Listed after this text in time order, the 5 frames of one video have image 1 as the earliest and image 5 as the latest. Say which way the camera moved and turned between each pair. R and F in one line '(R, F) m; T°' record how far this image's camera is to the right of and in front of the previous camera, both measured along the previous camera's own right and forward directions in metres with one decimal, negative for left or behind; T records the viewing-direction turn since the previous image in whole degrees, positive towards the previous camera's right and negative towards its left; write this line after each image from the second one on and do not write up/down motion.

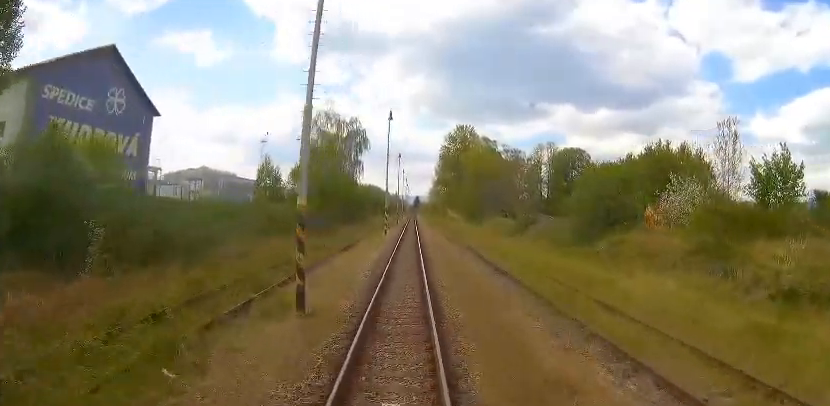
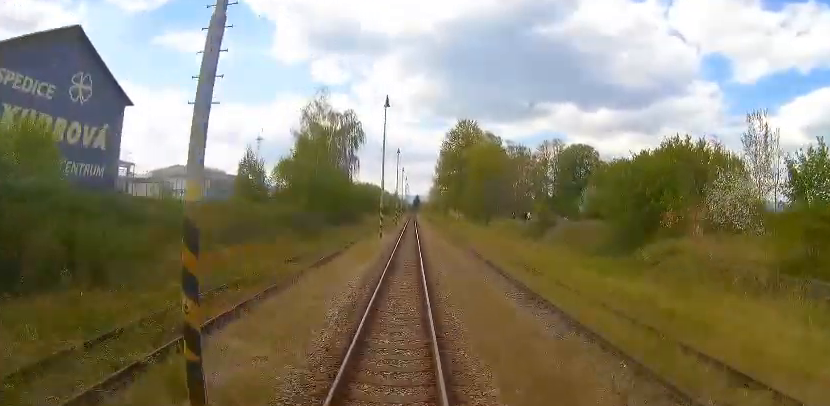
(+0.1, +5.5) m; +1°
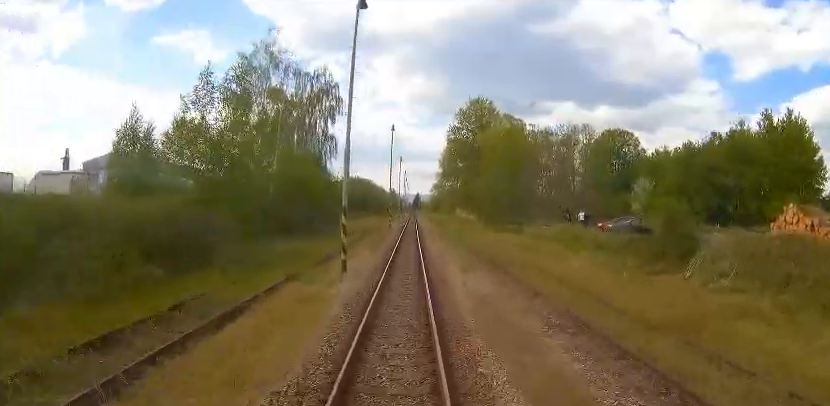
(+0.5, +20.1) m; +2°
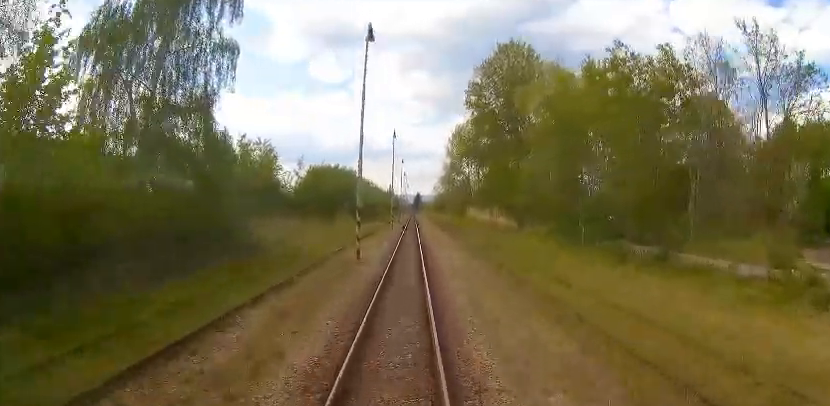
(-0.5, +28.2) m; -3°
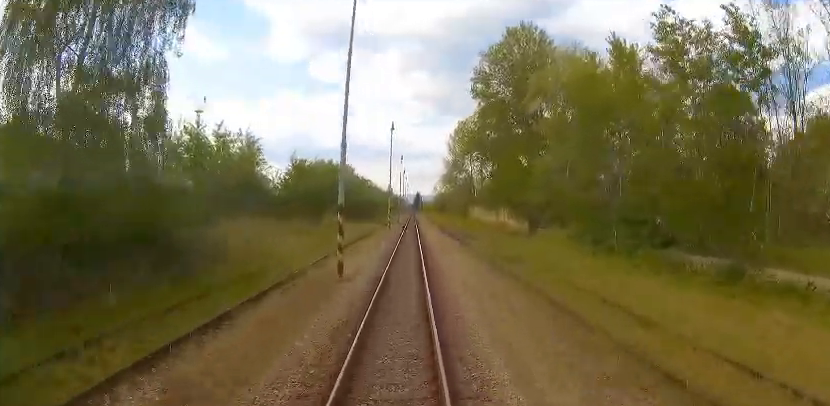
(-0.5, +5.2) m; 0°
